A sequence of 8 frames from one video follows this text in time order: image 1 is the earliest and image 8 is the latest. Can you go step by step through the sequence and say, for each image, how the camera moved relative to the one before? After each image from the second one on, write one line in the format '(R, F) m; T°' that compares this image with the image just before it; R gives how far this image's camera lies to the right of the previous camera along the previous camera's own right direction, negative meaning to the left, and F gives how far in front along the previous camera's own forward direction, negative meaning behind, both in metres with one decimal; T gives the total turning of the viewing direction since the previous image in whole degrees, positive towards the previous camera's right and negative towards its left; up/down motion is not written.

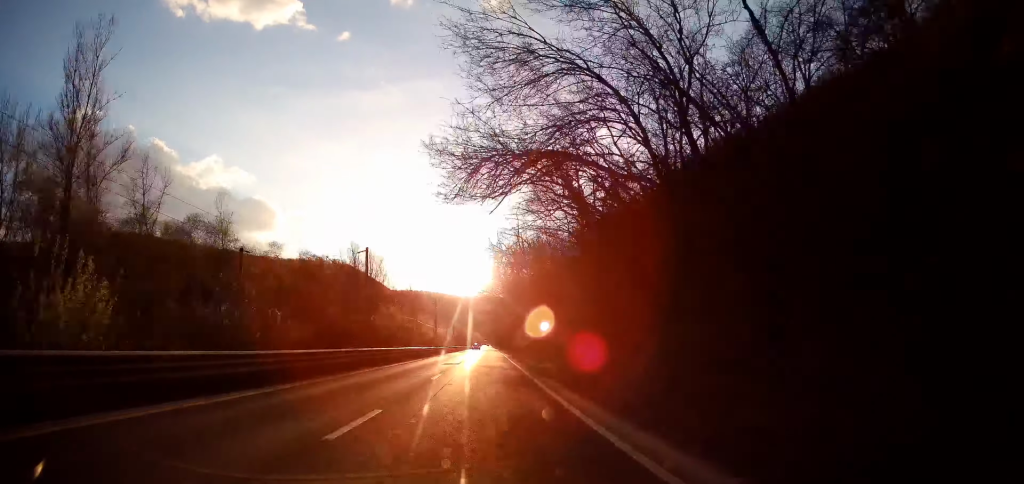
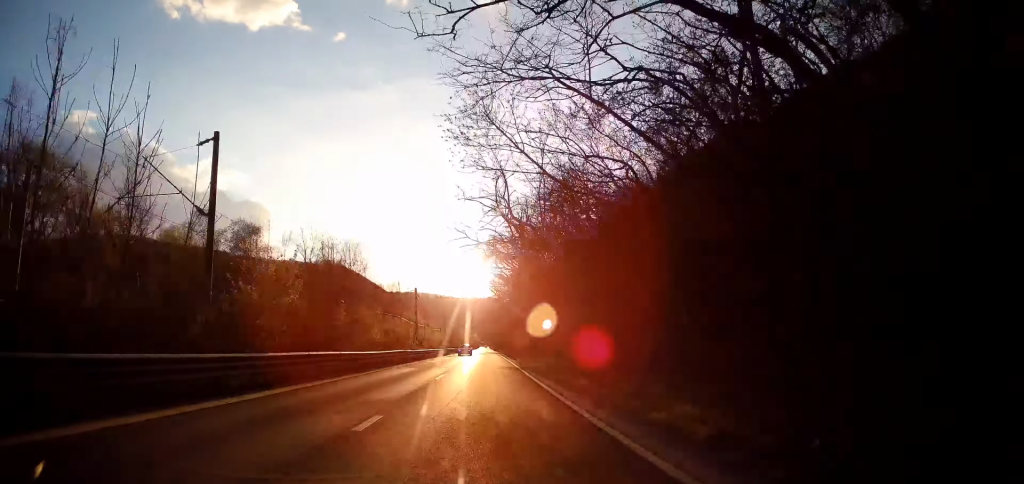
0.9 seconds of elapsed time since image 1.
(+0.4, +22.6) m; 0°
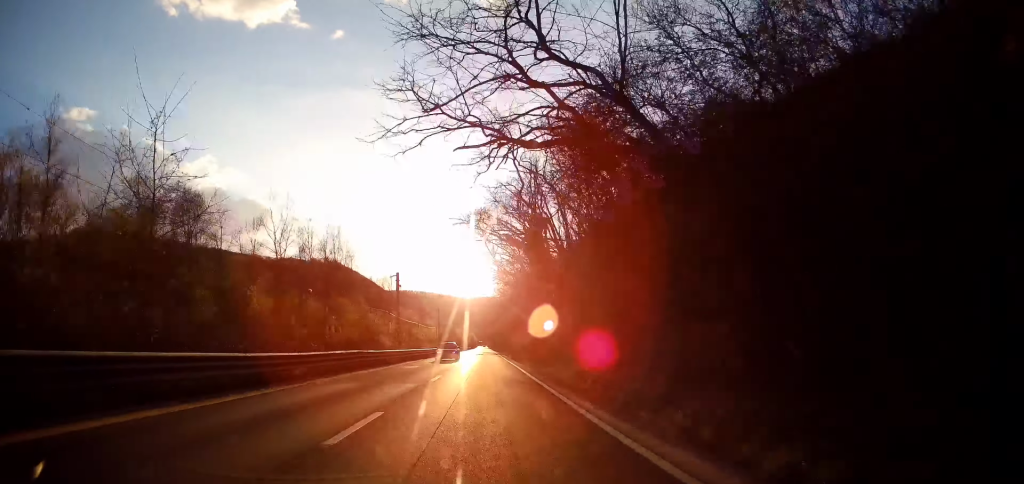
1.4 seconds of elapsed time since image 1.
(-0.2, +13.1) m; 0°
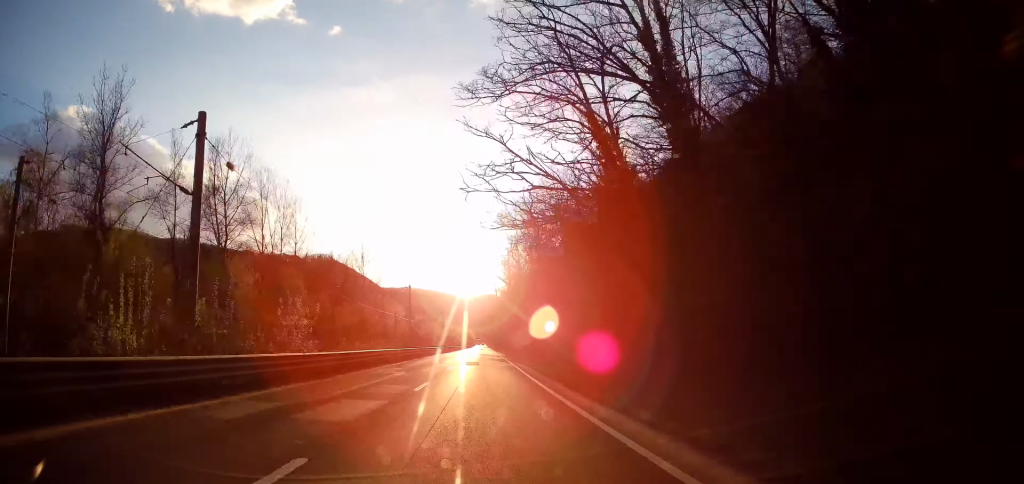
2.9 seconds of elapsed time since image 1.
(+0.2, +39.3) m; 0°
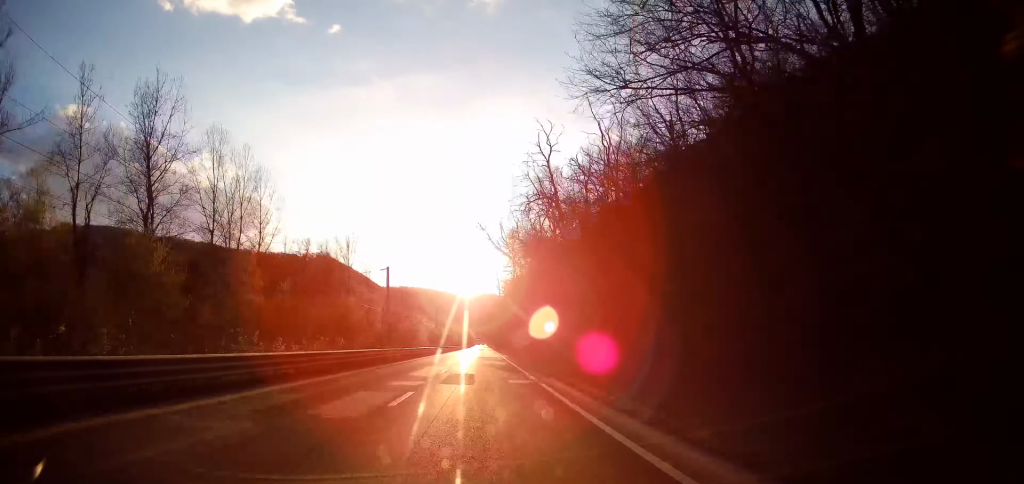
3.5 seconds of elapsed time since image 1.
(-0.3, +15.7) m; 0°
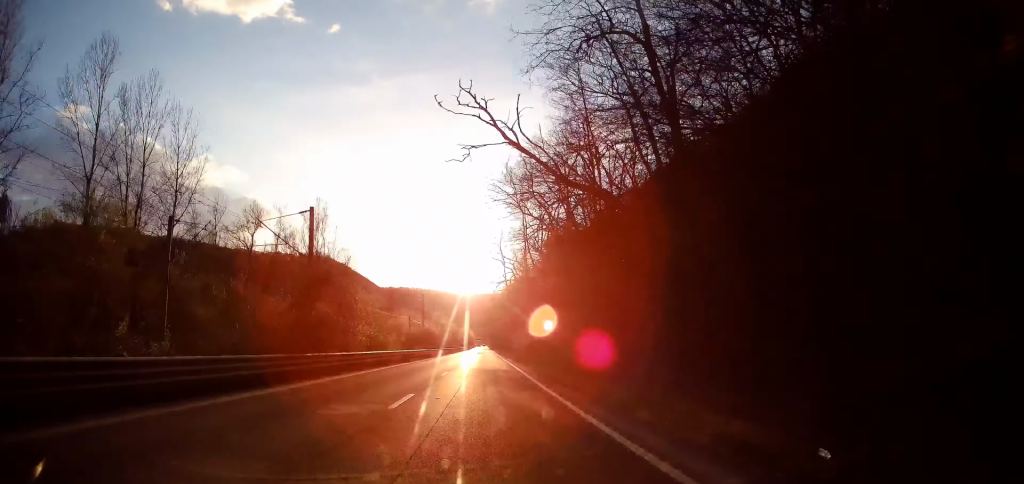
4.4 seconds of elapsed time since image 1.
(0.0, +23.5) m; 0°
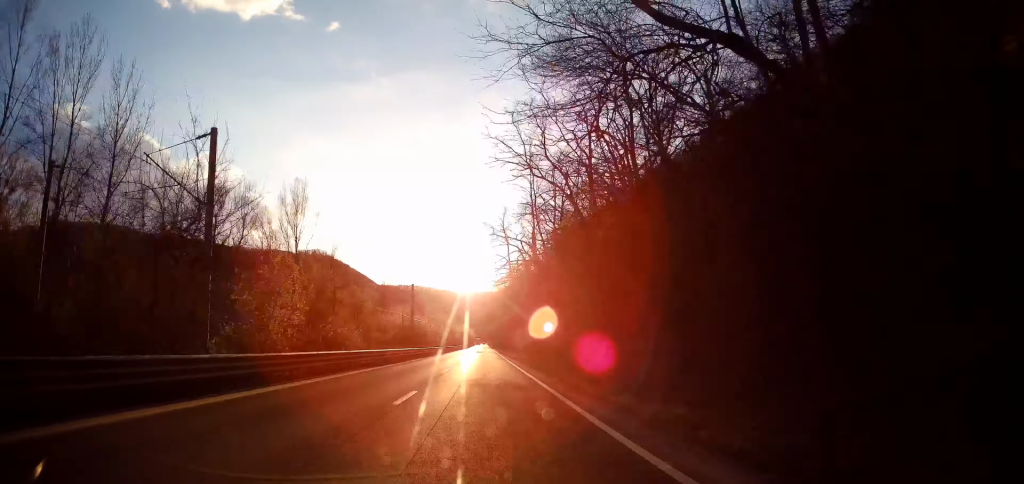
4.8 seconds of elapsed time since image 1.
(+0.2, +11.3) m; 0°
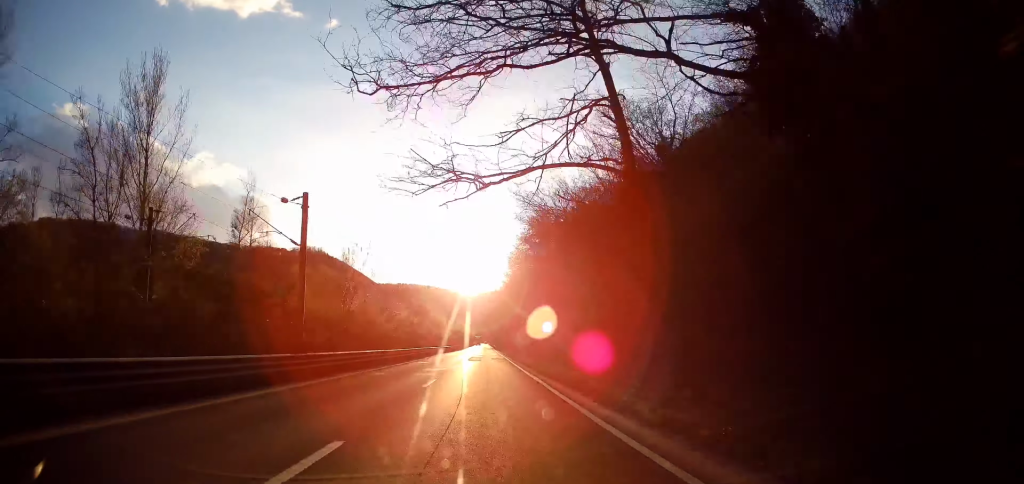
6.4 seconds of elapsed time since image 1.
(-0.2, +42.5) m; 0°
